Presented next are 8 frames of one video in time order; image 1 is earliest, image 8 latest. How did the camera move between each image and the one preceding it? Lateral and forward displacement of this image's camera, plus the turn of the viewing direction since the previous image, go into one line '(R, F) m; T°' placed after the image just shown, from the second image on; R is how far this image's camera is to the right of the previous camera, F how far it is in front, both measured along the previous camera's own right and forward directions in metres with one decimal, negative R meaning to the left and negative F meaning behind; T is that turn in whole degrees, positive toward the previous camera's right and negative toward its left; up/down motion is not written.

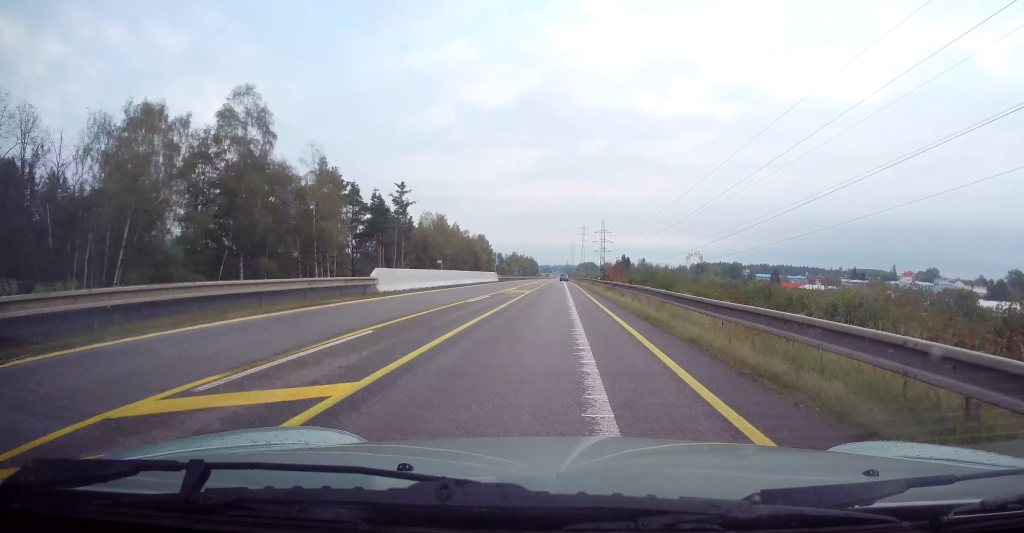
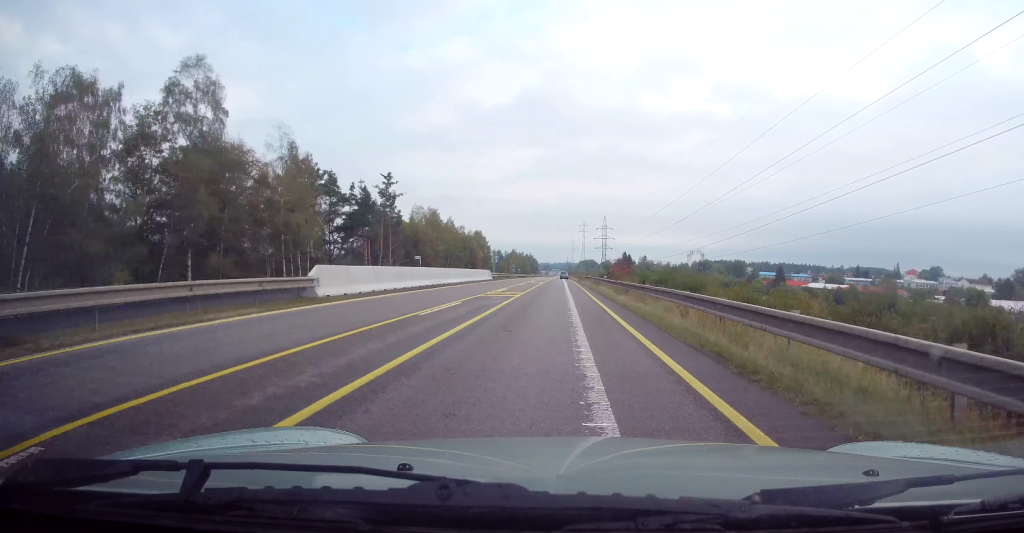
(+0.1, +7.9) m; +1°
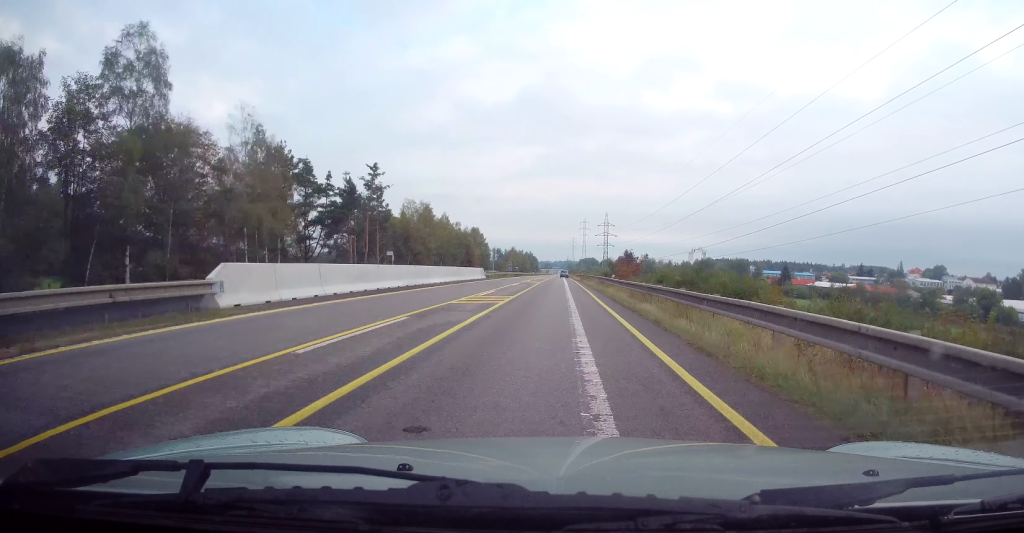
(+0.2, +7.2) m; 0°
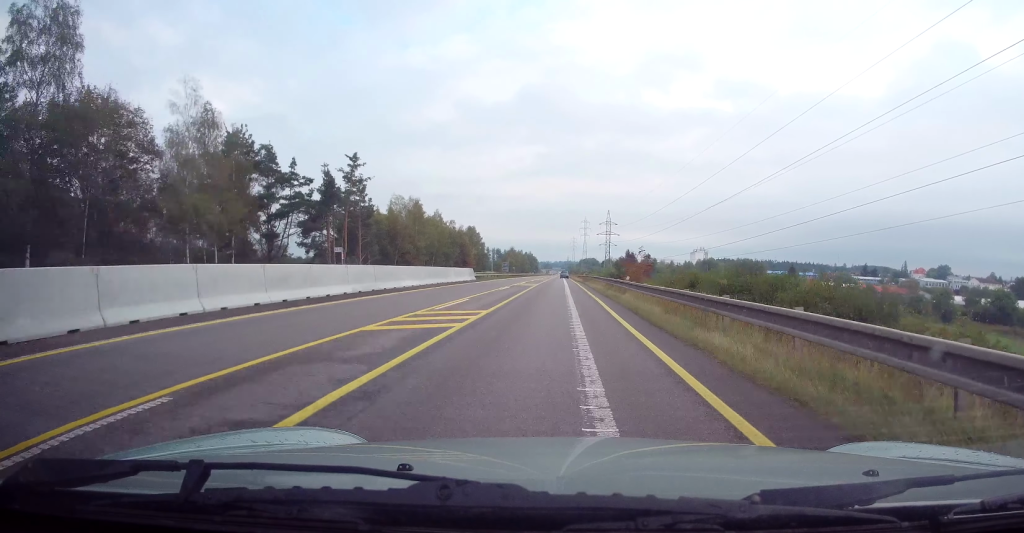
(0.0, +8.4) m; 0°
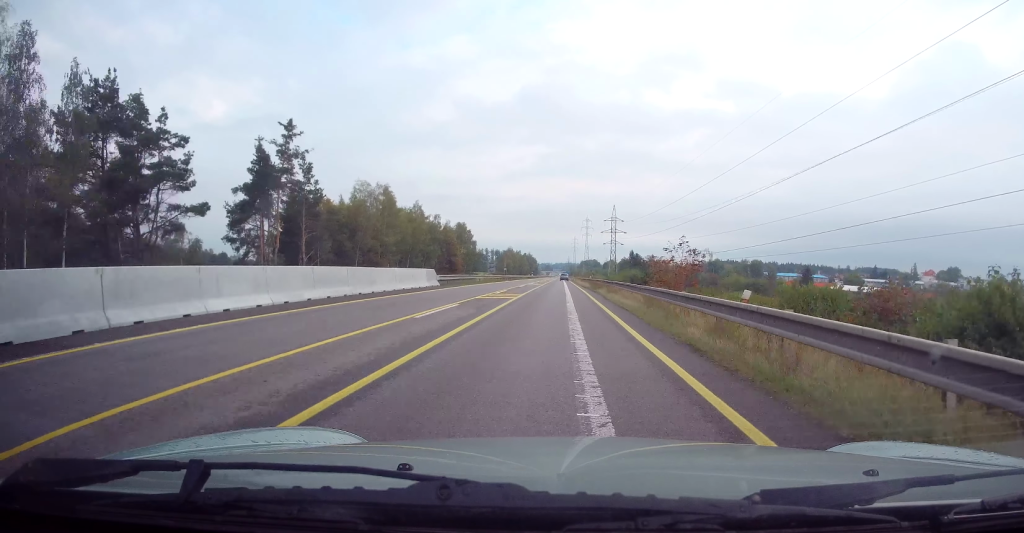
(-0.3, +19.8) m; -1°
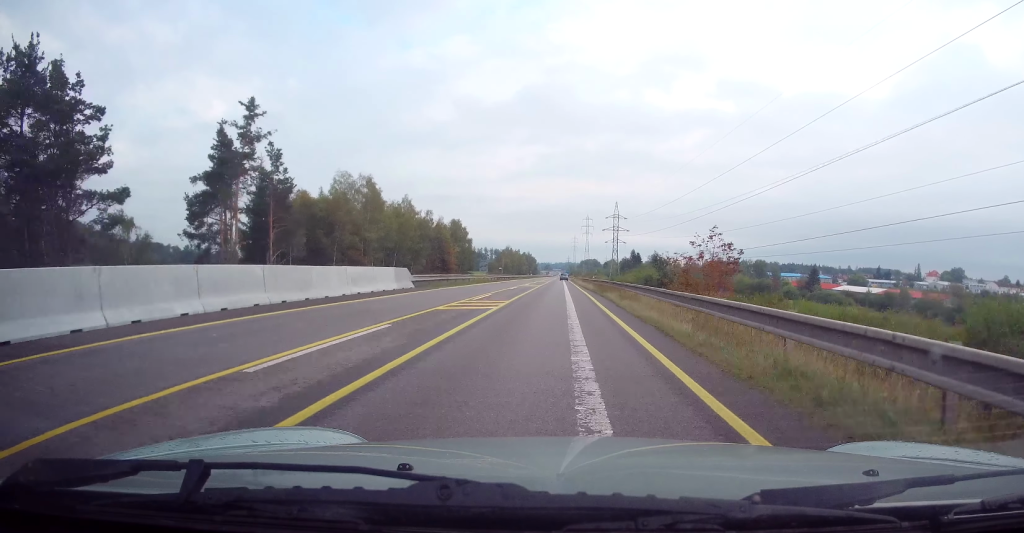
(0.0, +8.3) m; 0°
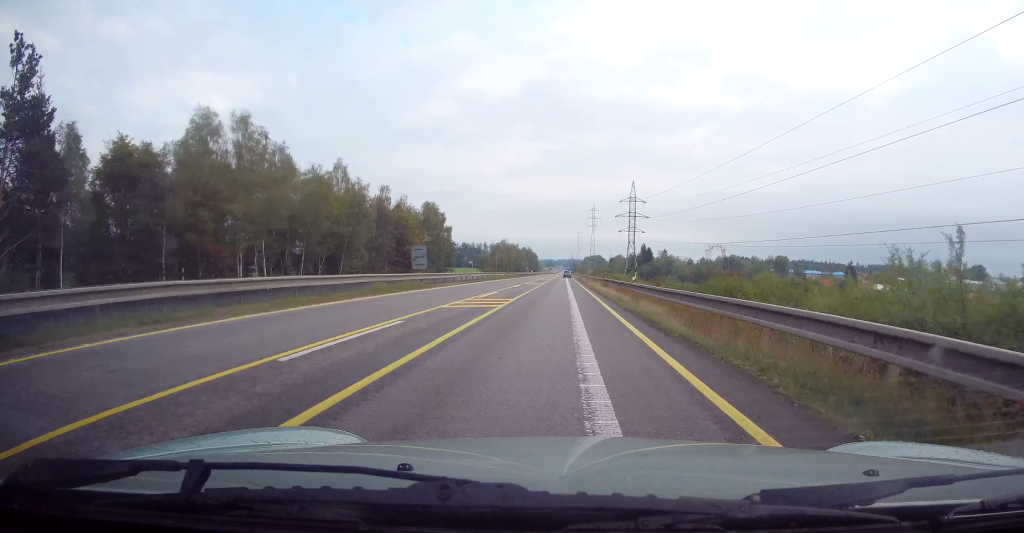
(0.0, +34.0) m; 0°
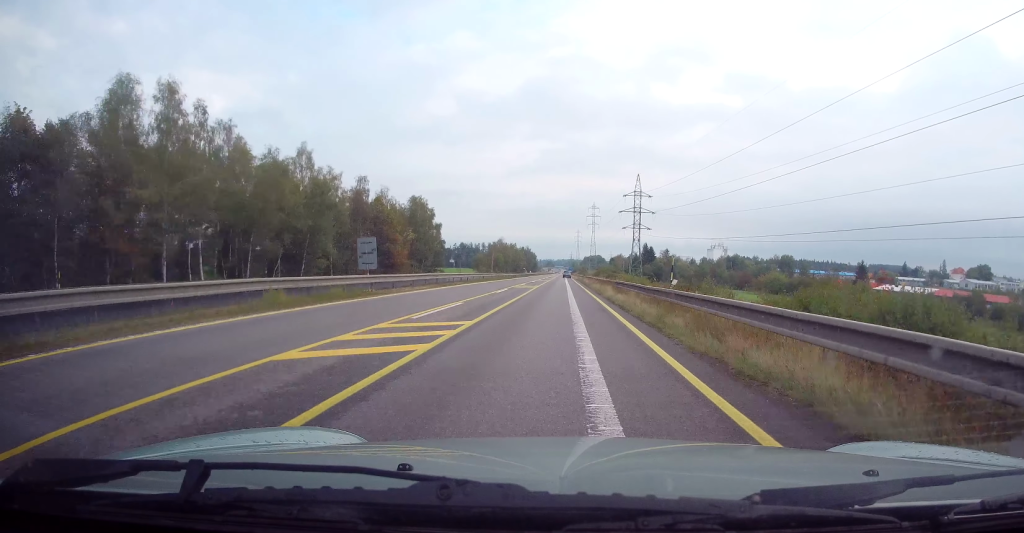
(0.0, +10.8) m; 0°
